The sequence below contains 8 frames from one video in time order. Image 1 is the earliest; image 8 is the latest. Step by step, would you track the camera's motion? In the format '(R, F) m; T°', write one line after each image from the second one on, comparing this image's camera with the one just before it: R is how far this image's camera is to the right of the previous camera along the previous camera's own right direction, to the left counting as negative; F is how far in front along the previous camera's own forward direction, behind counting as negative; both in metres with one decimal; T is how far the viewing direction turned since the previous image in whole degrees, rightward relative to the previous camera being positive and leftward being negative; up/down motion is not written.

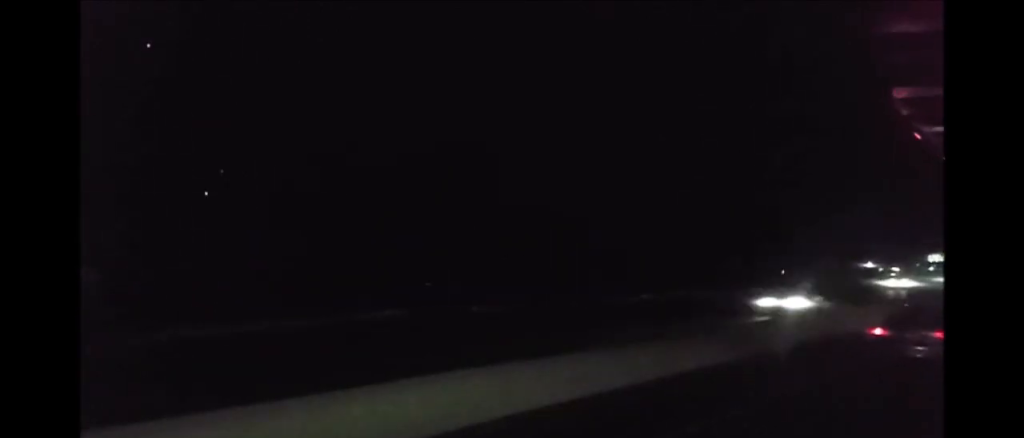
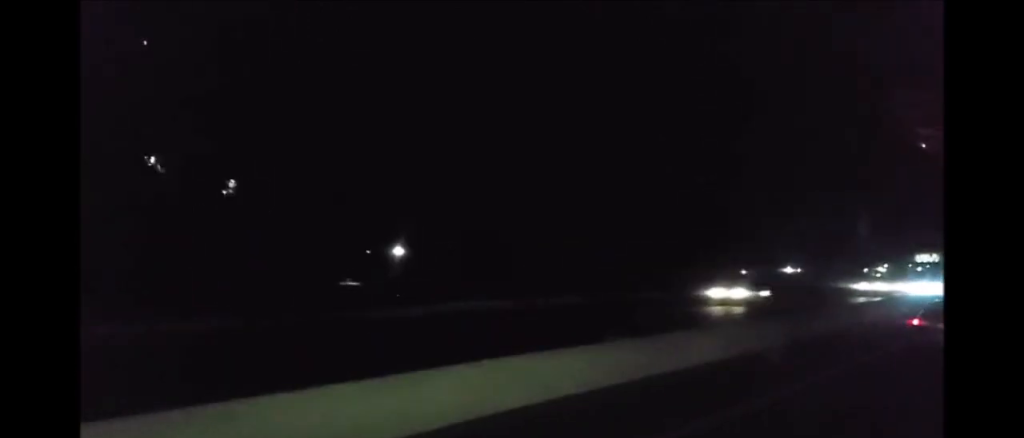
(-0.2, +29.7) m; 0°
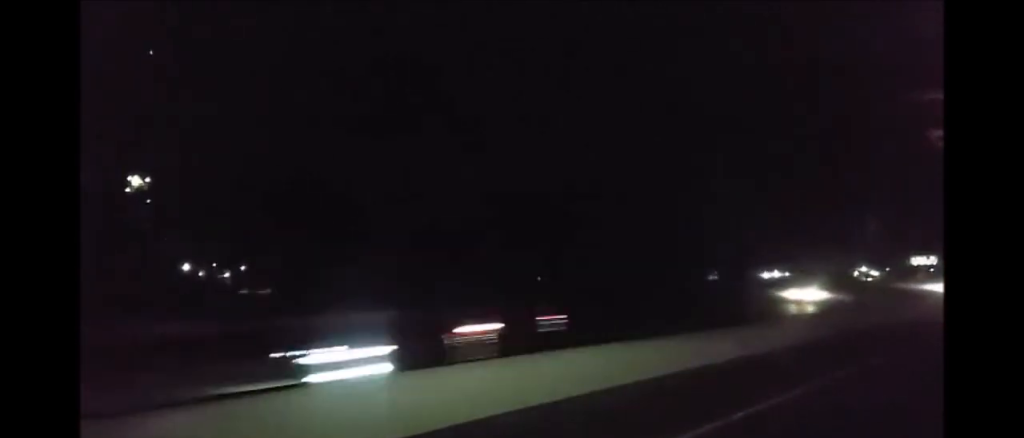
(-0.1, +37.8) m; 0°
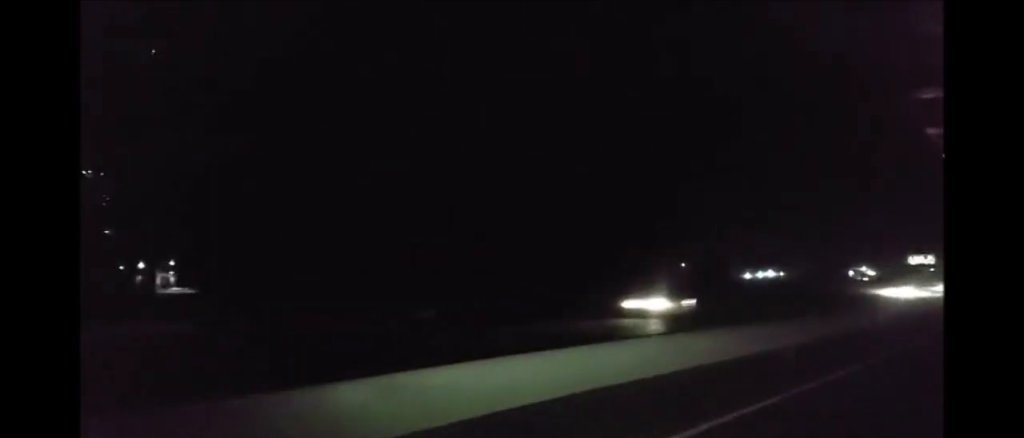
(0.0, +16.0) m; 0°
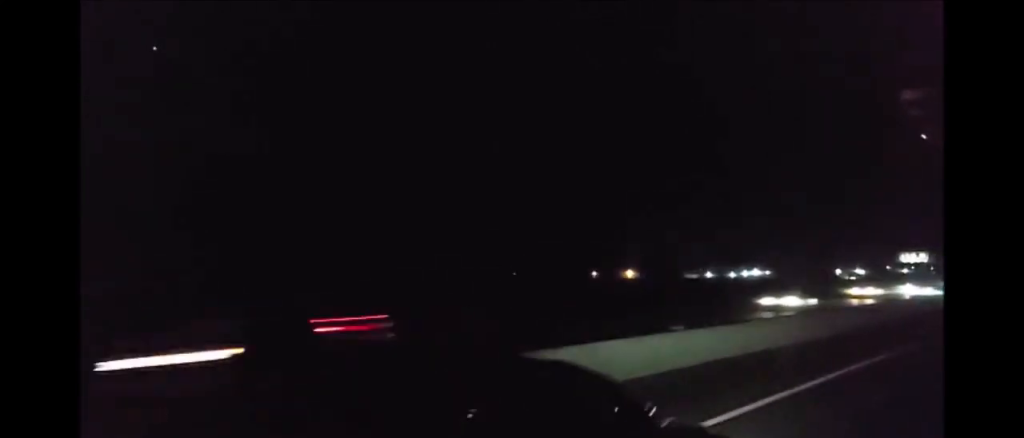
(+0.2, +31.2) m; 0°
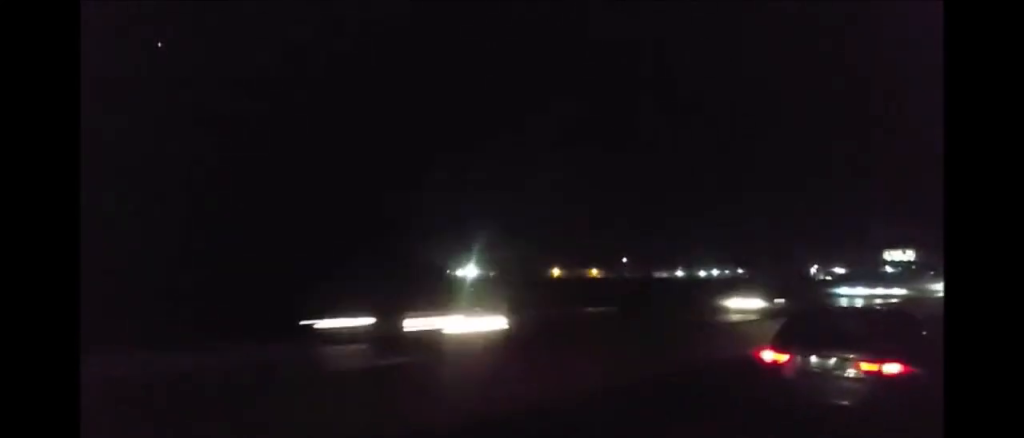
(+0.2, +54.5) m; 0°
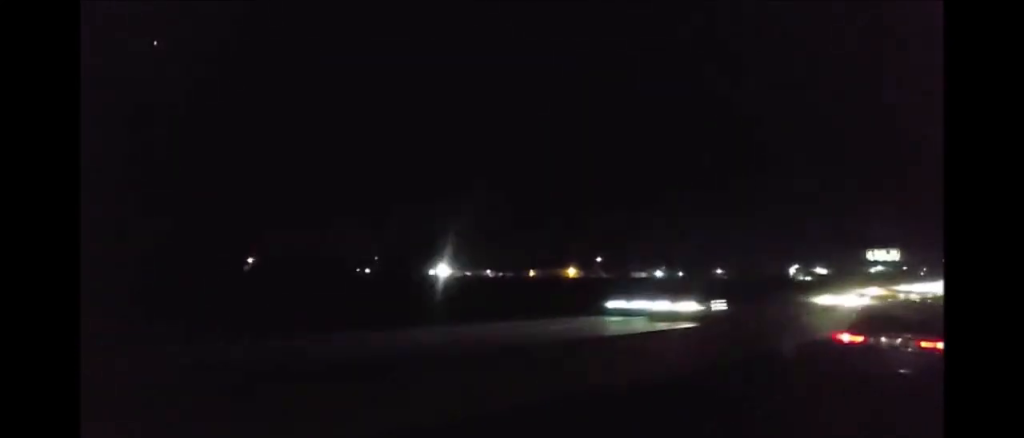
(-0.3, +24.5) m; 0°
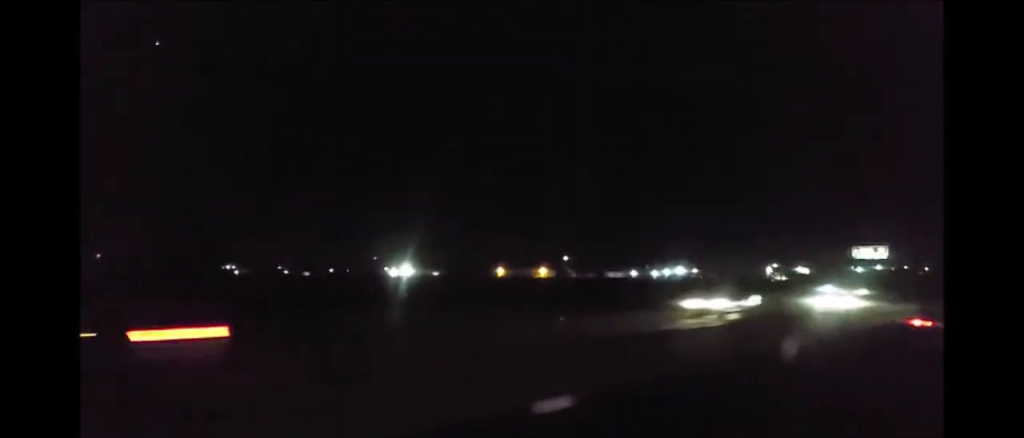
(+0.3, +34.4) m; 0°
